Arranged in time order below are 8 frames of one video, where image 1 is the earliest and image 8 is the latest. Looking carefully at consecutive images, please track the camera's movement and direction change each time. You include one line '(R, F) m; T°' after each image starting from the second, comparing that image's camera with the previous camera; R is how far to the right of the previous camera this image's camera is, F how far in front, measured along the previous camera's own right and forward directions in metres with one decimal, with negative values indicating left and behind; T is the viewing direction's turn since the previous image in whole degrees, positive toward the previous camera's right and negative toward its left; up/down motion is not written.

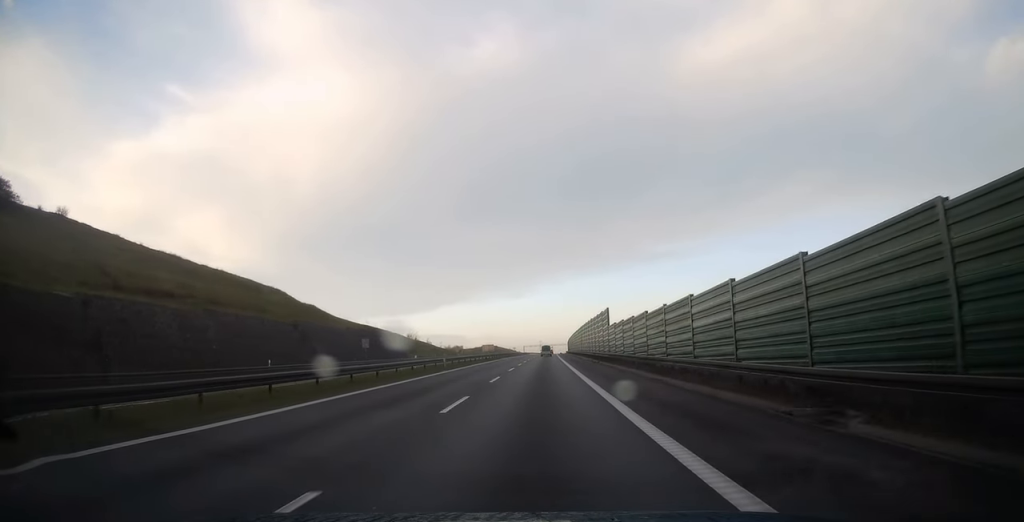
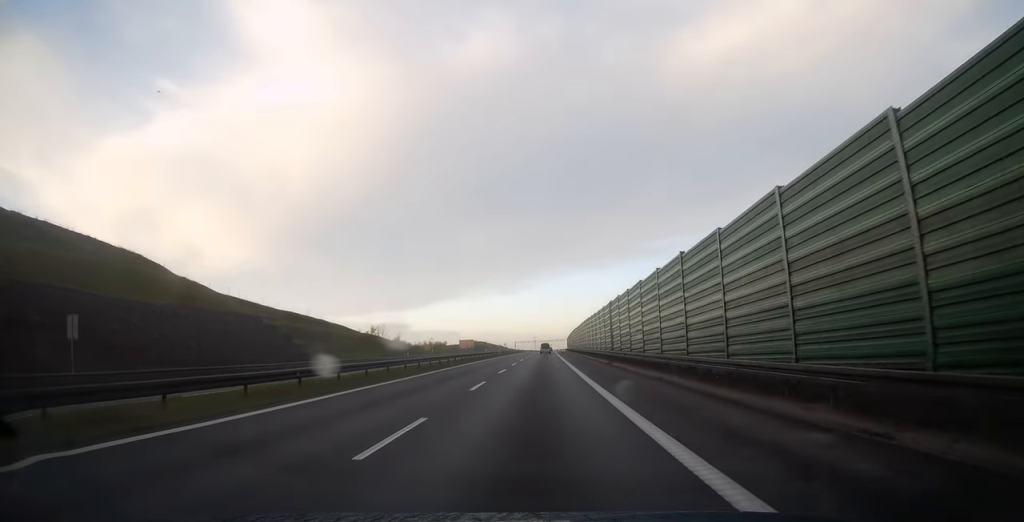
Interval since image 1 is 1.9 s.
(+0.1, +49.6) m; 0°
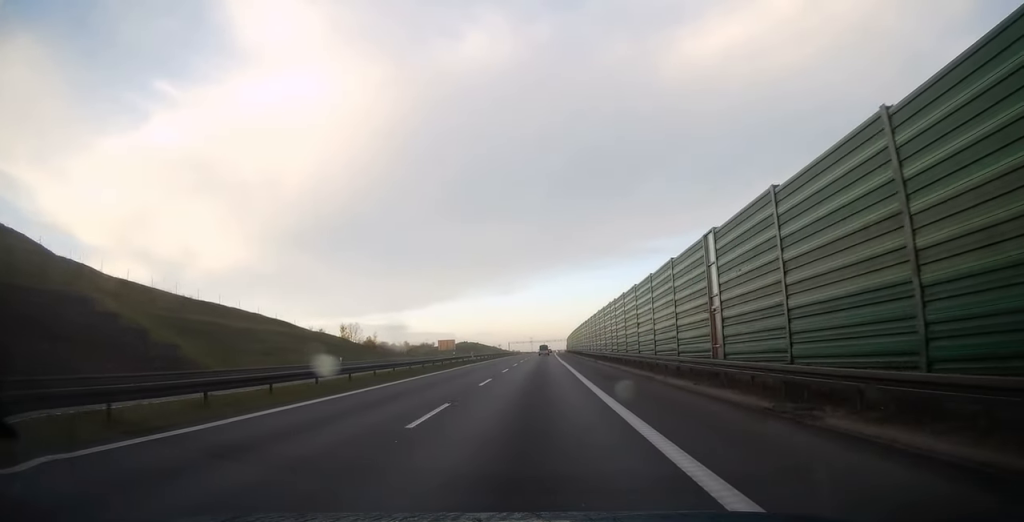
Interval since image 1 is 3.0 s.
(0.0, +30.2) m; 0°
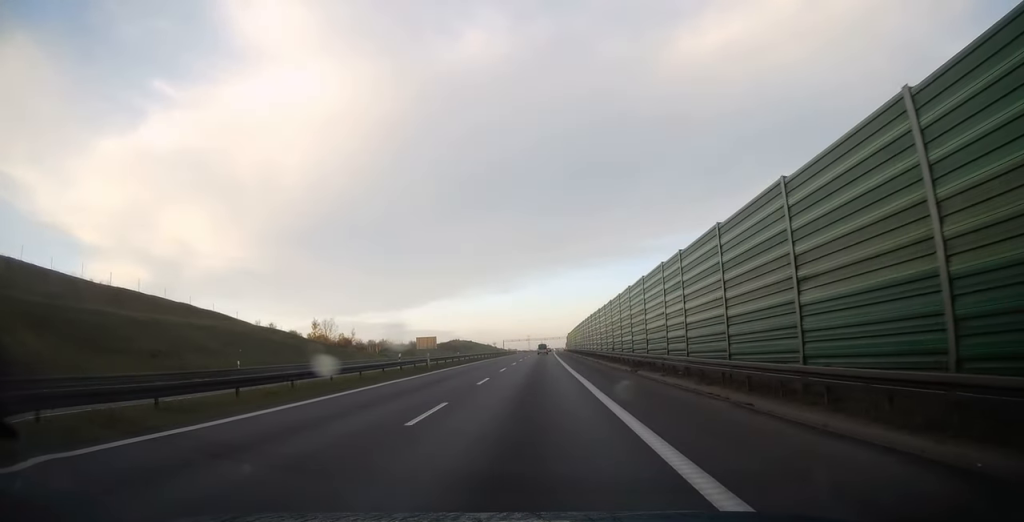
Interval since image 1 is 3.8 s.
(0.0, +22.1) m; 0°
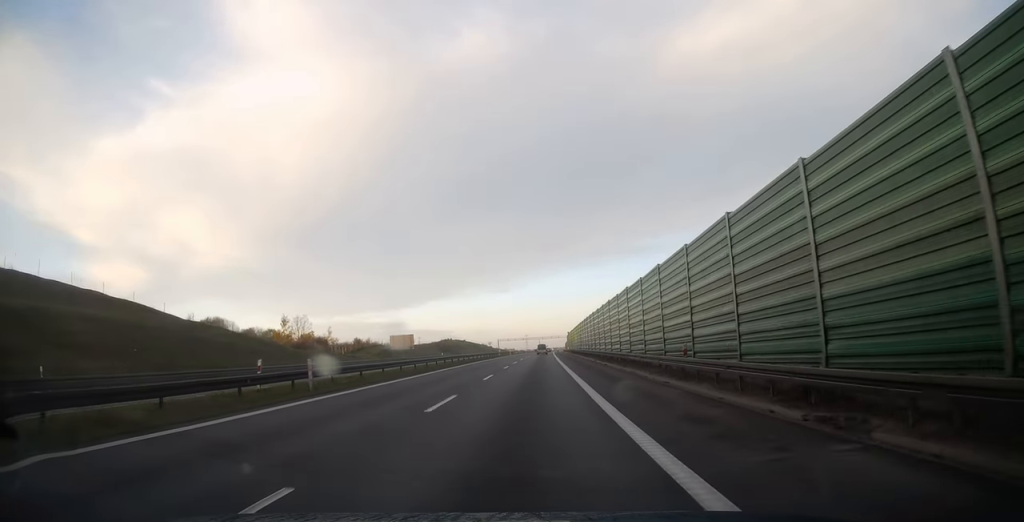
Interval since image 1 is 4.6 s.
(0.0, +19.8) m; 0°
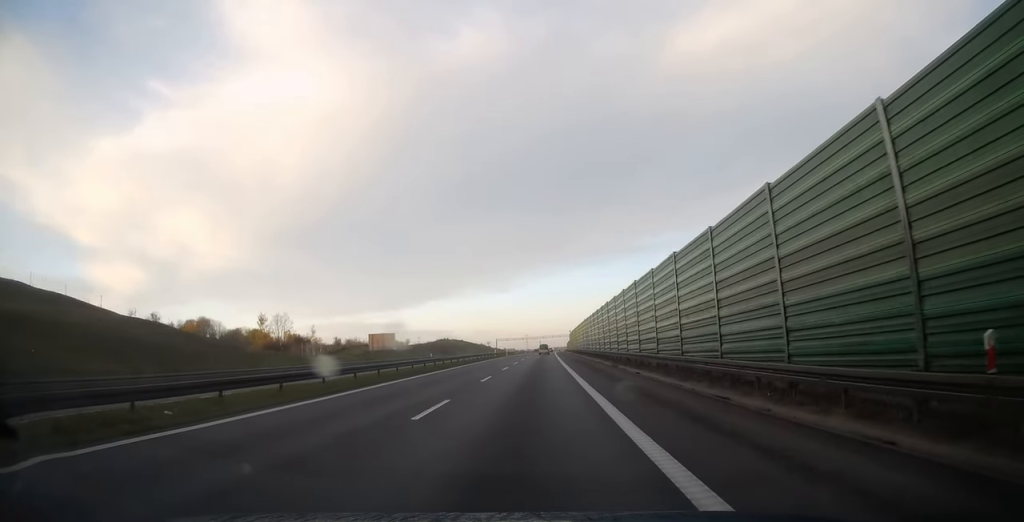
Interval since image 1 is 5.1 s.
(-0.1, +13.2) m; 0°
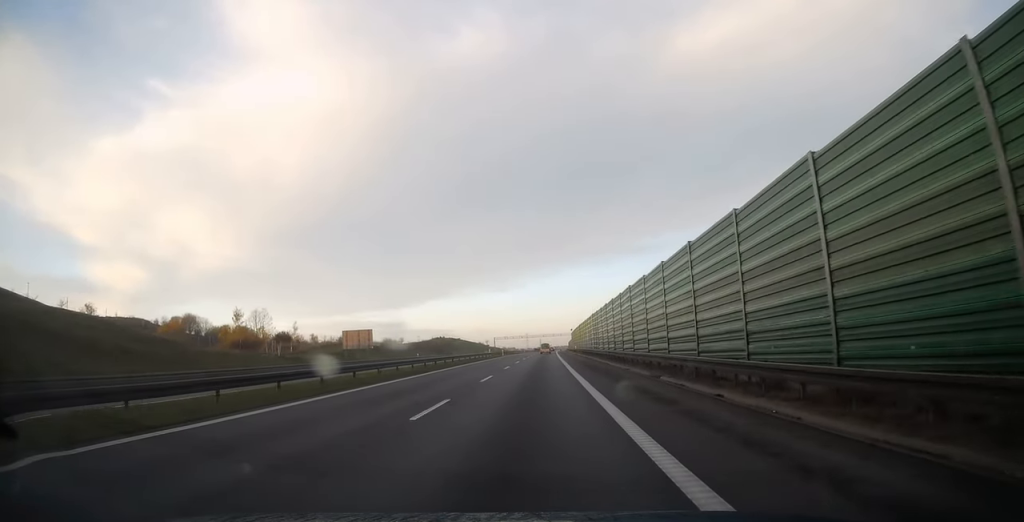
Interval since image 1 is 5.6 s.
(+0.2, +12.3) m; 0°
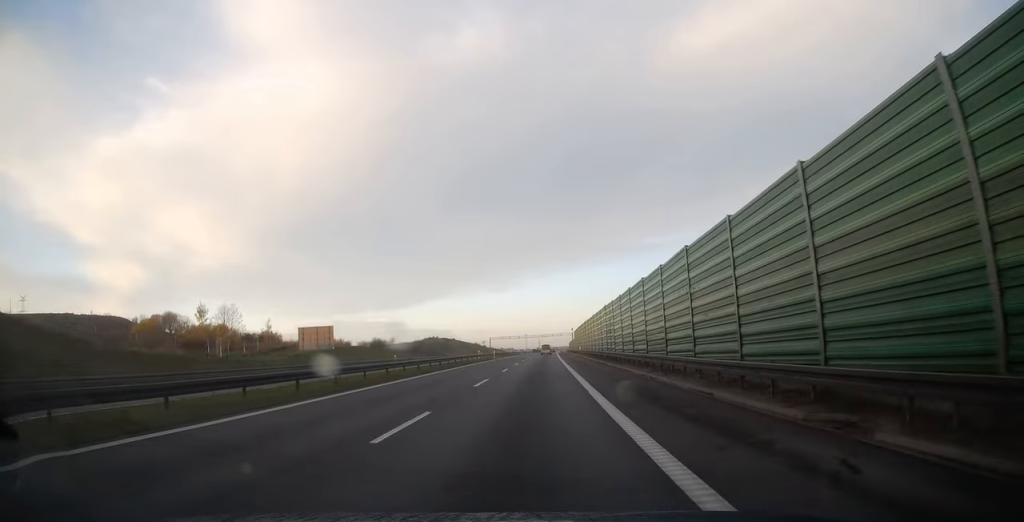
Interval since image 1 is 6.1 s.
(+0.2, +14.5) m; 0°
